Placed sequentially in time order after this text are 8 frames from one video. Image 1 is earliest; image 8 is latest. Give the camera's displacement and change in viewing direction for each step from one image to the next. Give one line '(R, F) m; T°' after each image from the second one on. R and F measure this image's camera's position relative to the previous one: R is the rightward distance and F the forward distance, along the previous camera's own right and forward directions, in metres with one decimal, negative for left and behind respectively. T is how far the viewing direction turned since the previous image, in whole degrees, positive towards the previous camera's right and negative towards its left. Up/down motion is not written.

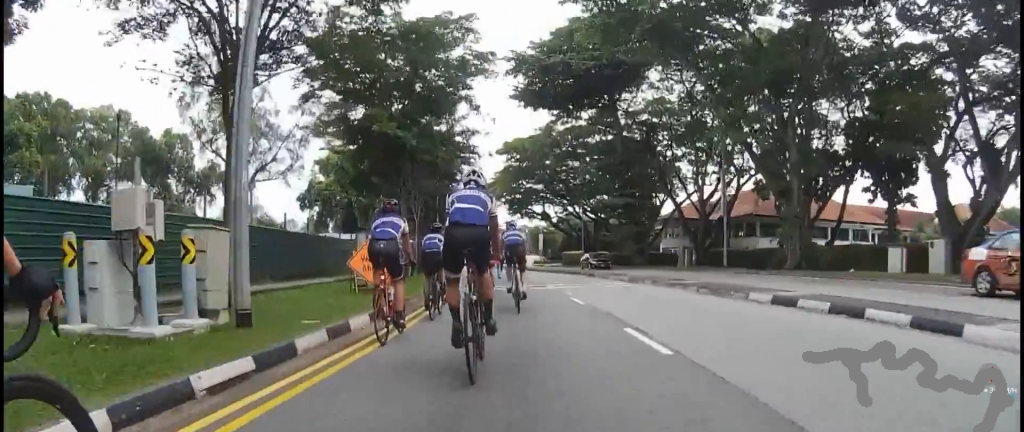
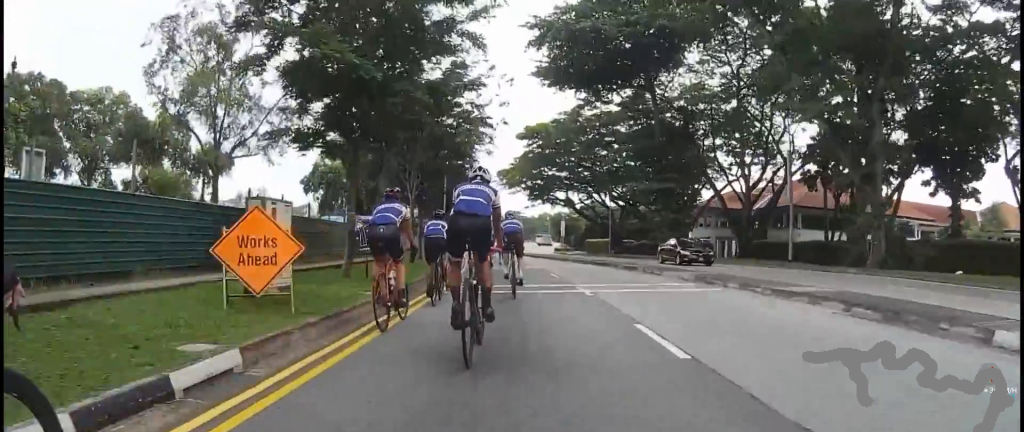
(+0.1, +6.2) m; -1°
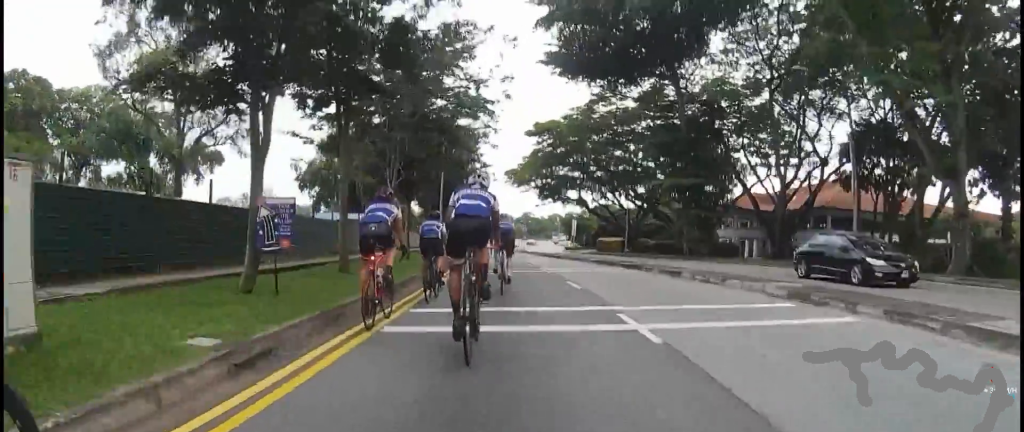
(-0.2, +5.2) m; -2°
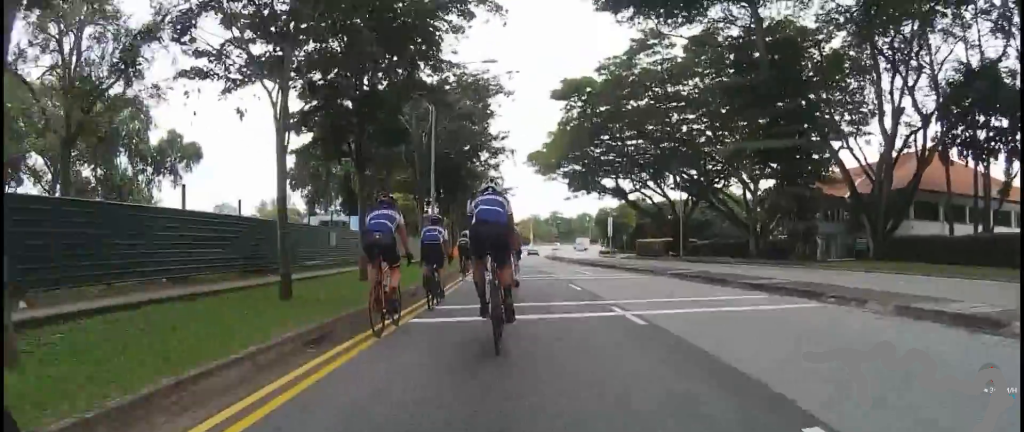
(-0.2, +10.9) m; -3°
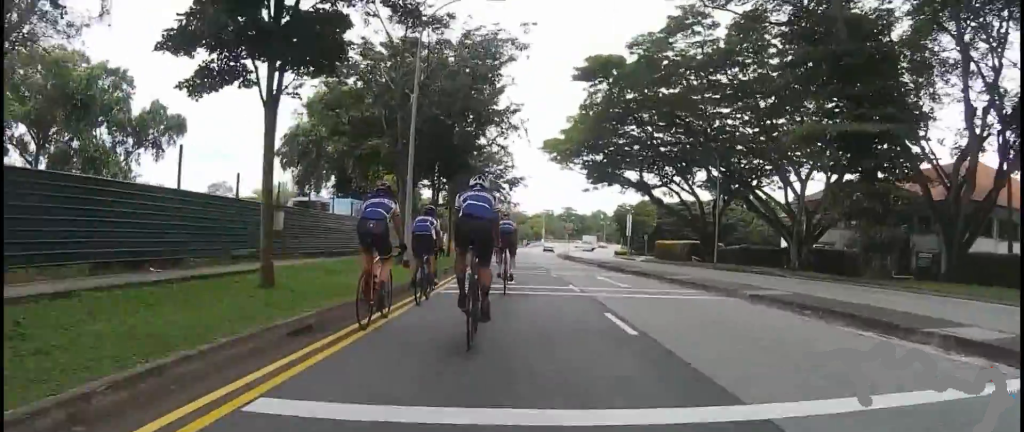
(-0.2, +6.6) m; 0°
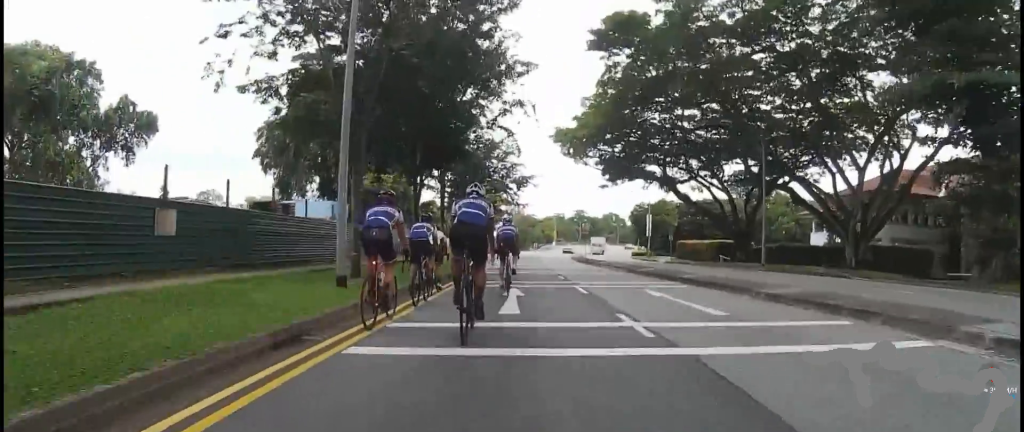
(-0.1, +7.0) m; 0°
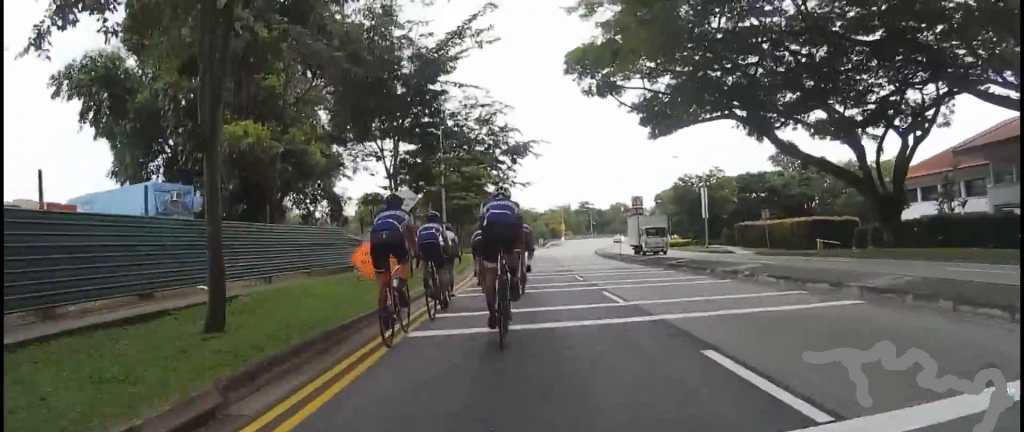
(+0.7, +21.8) m; +2°
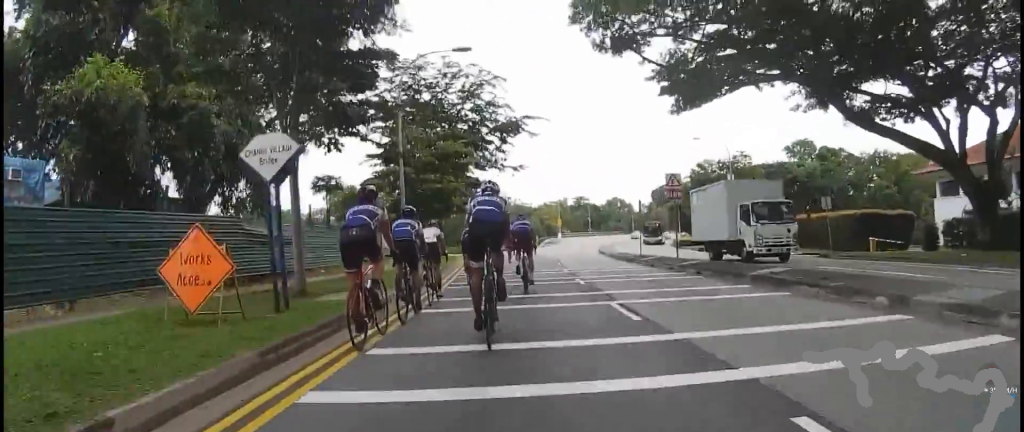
(0.0, +8.1) m; 0°
